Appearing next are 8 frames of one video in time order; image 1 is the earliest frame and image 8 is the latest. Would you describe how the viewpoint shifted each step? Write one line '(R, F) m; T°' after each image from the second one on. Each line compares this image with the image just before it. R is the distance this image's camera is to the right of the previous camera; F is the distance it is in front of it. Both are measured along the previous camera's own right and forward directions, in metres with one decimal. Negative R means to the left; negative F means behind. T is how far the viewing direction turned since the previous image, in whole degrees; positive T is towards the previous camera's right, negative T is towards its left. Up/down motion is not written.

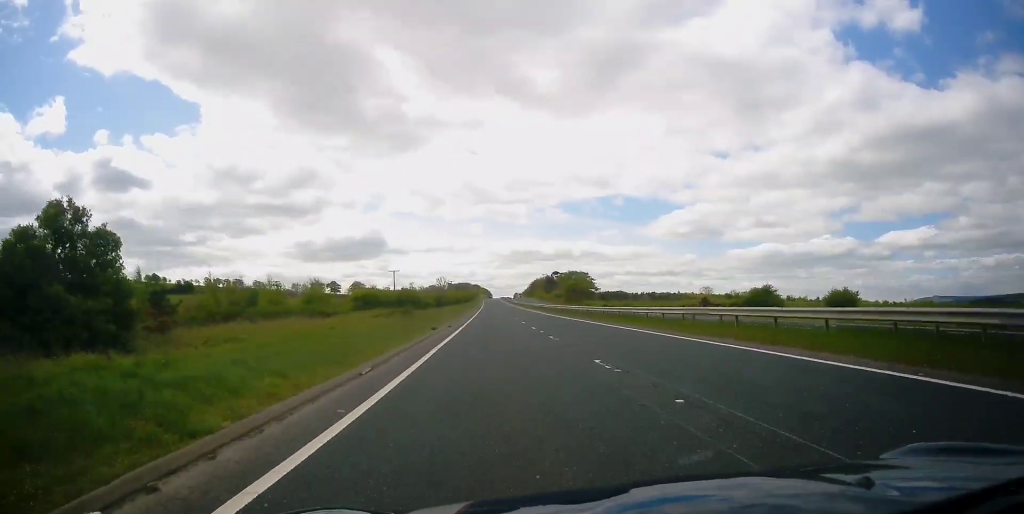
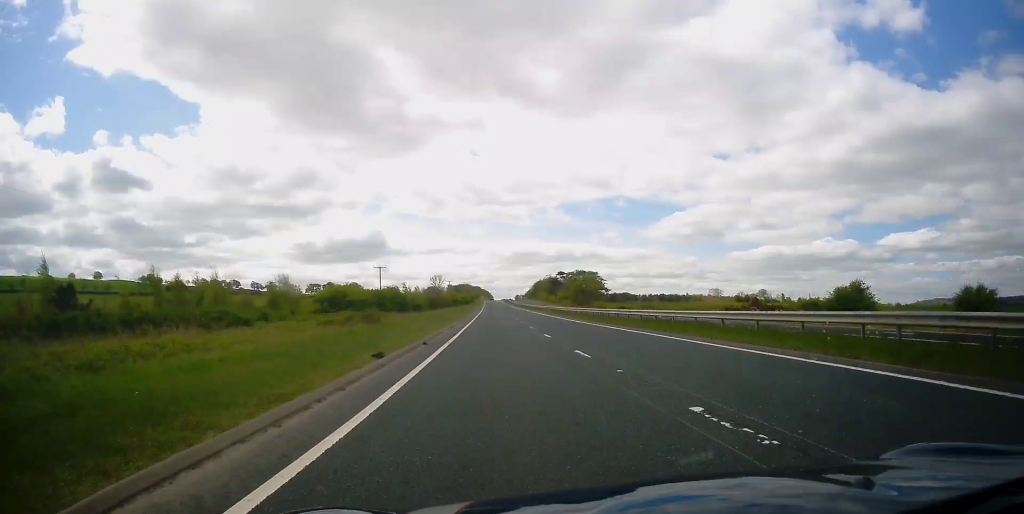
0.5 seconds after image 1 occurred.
(-0.1, +13.8) m; 0°
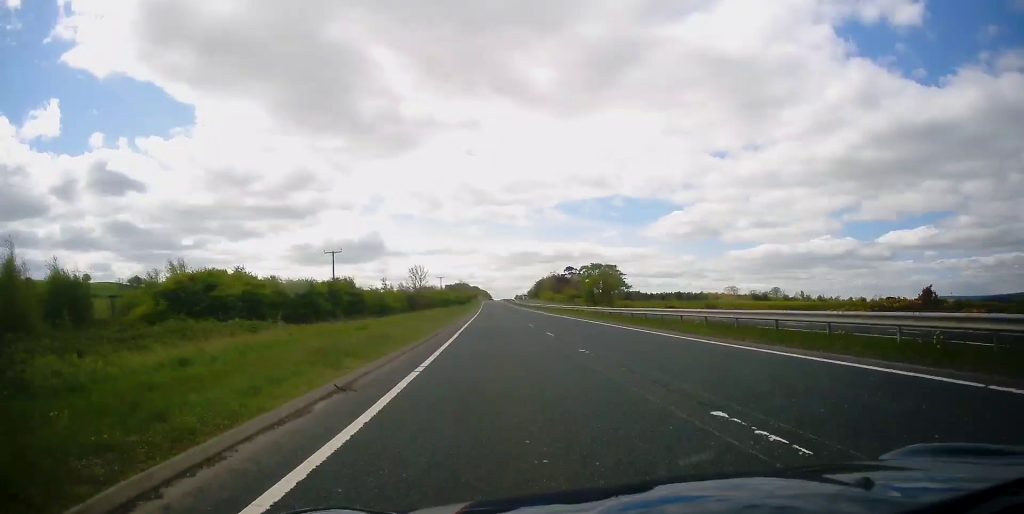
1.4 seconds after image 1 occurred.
(0.0, +27.9) m; 0°
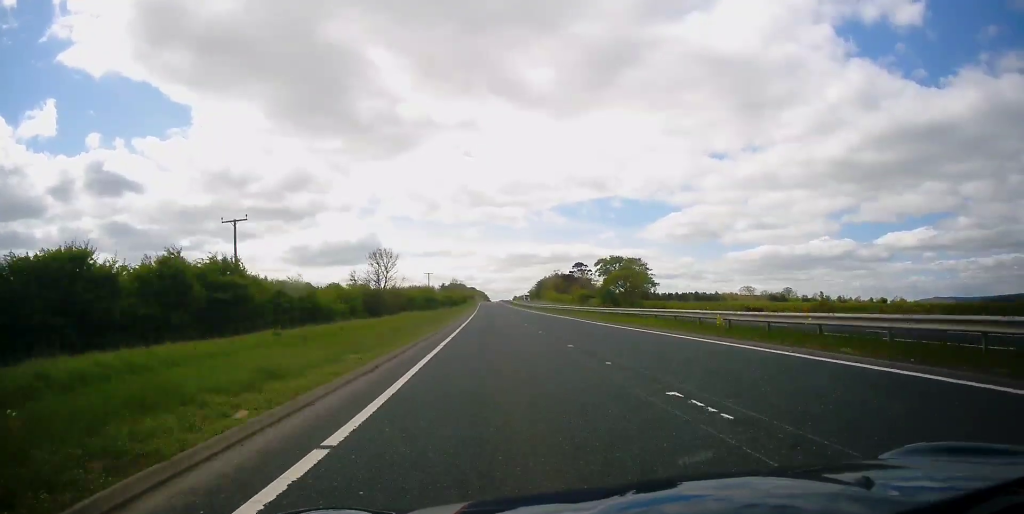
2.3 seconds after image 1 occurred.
(0.0, +24.6) m; -1°
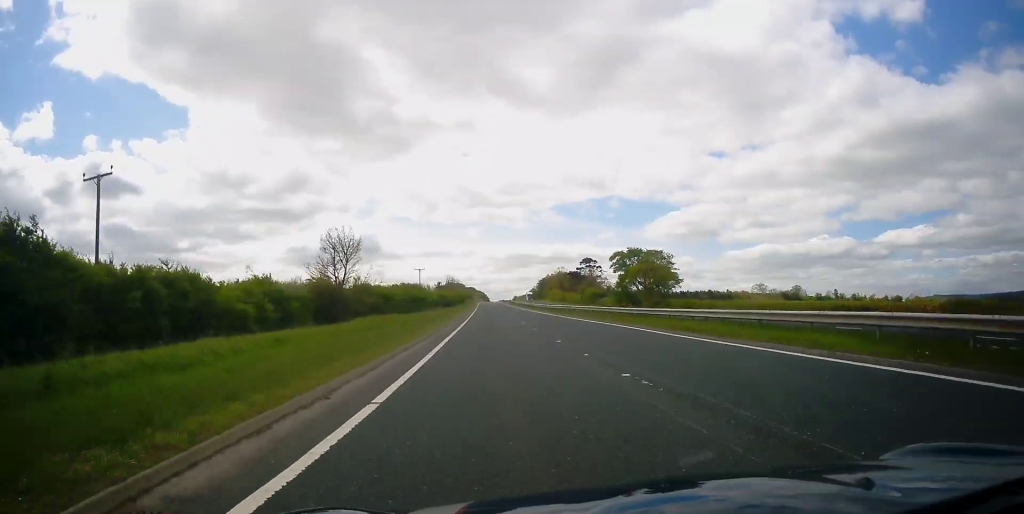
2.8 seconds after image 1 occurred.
(-0.1, +16.4) m; 0°
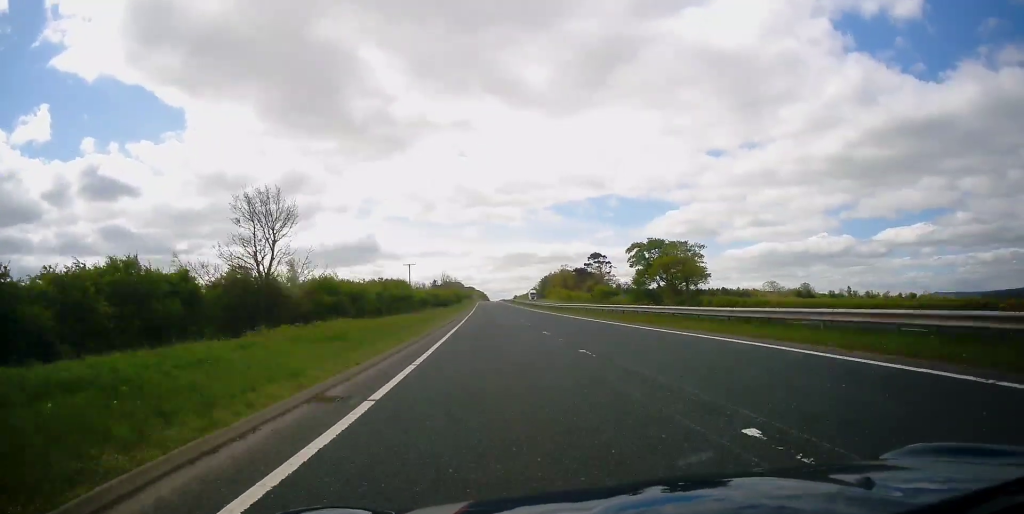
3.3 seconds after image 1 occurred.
(-0.2, +12.9) m; 0°
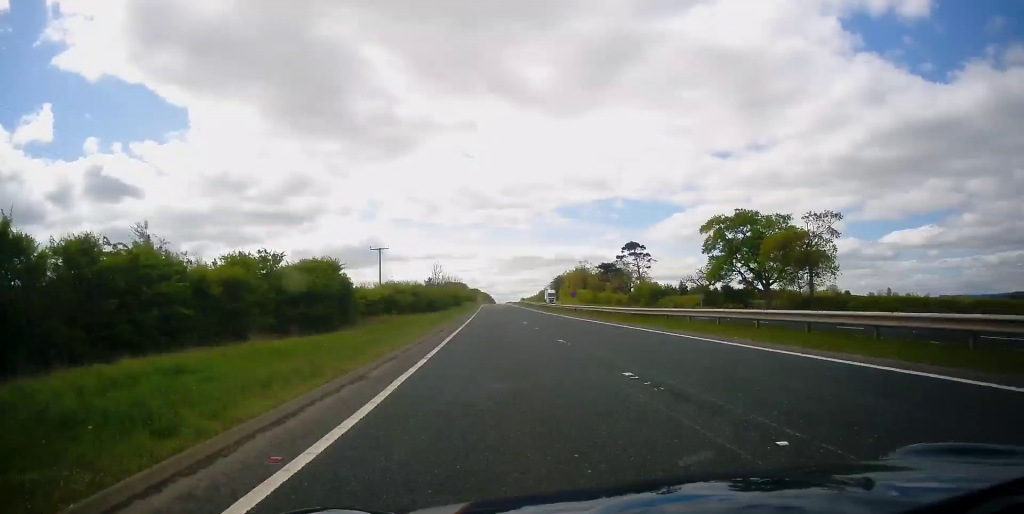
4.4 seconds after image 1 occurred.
(+0.6, +31.5) m; 0°
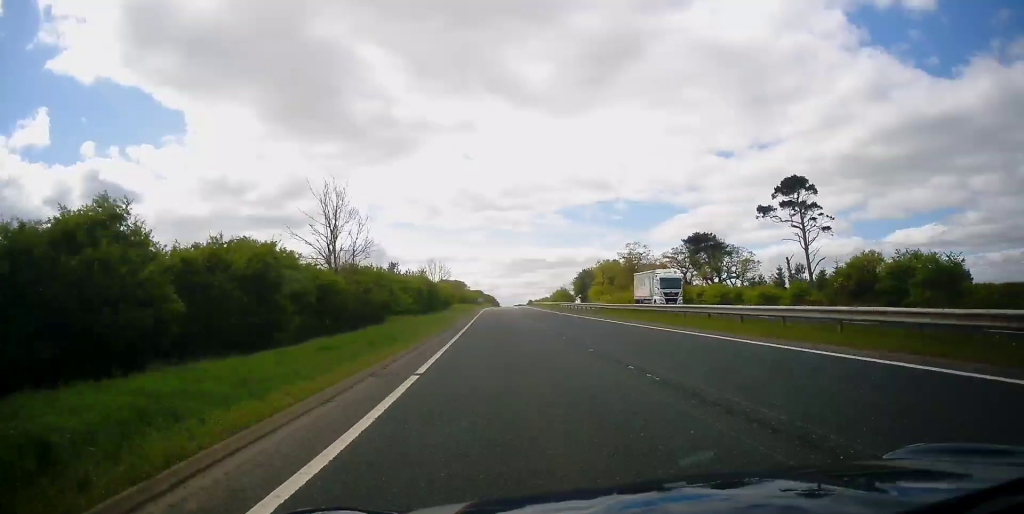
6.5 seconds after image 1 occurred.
(-0.6, +62.5) m; -1°
